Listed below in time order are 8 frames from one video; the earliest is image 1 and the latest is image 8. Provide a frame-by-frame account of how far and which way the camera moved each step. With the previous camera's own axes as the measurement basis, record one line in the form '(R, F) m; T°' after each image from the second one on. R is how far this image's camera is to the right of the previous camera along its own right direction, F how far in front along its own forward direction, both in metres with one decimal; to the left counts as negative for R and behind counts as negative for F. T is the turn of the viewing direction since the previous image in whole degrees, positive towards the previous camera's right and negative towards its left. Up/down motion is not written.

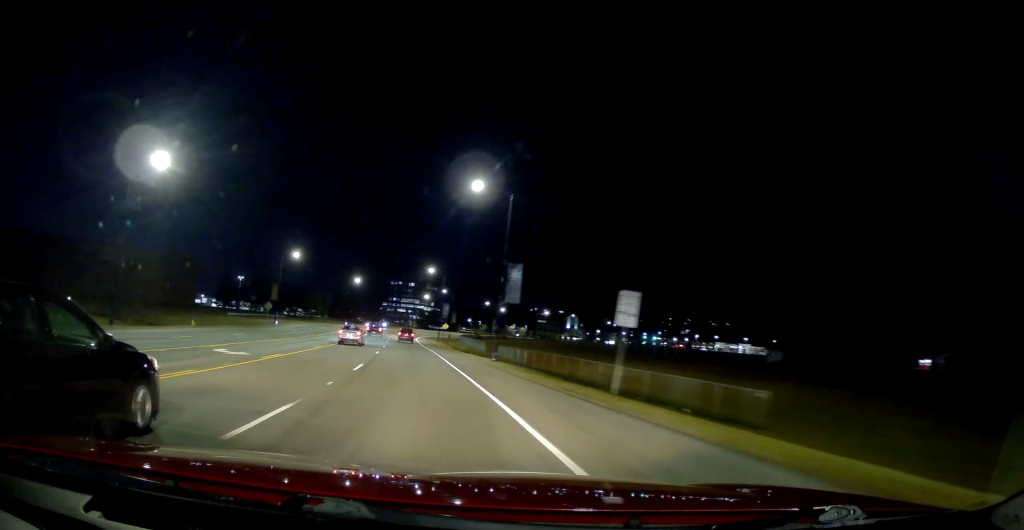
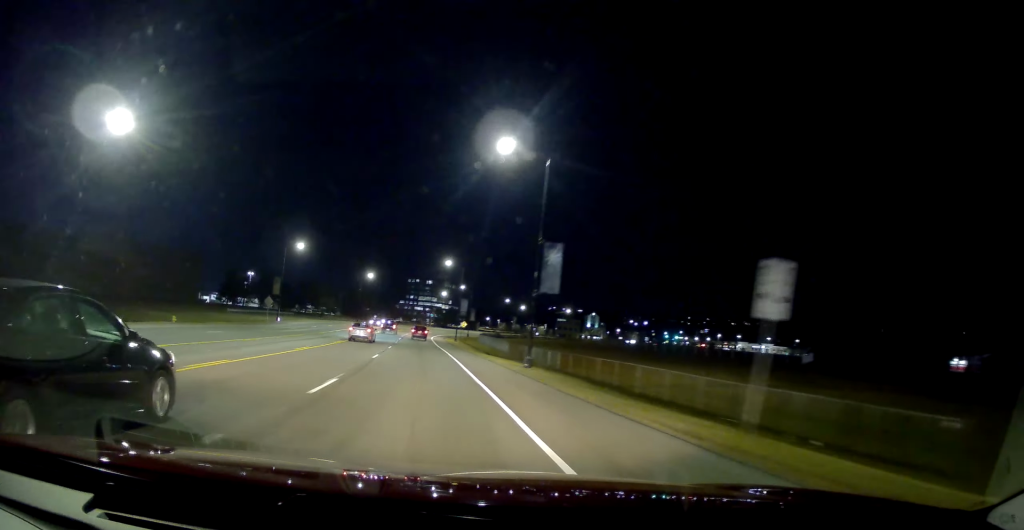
(0.0, +8.0) m; -1°
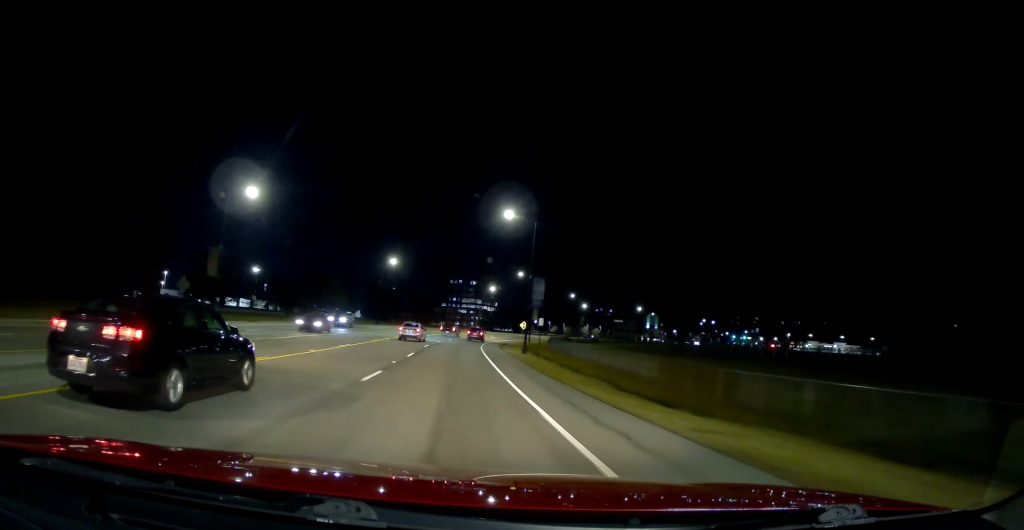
(-1.0, +36.8) m; -4°
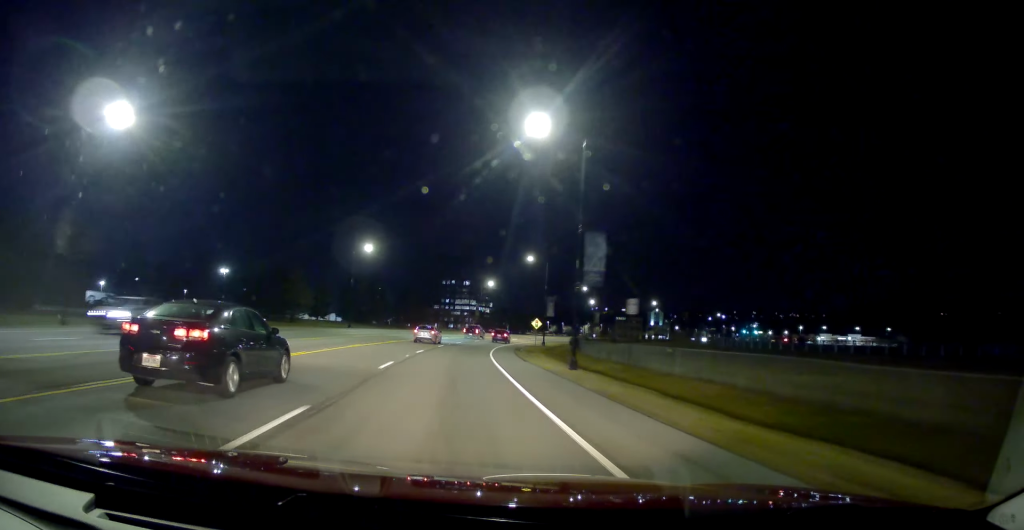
(-0.5, +20.7) m; -1°
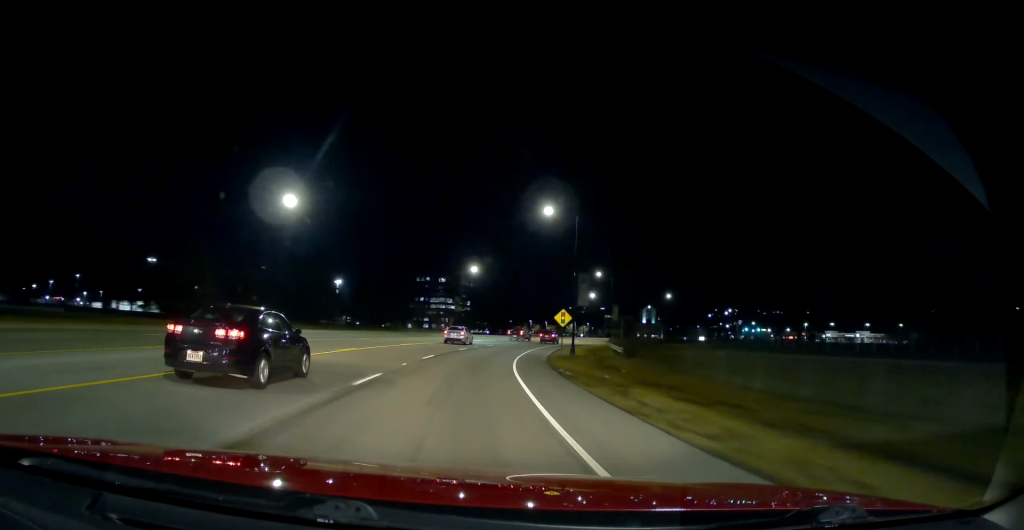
(+0.1, +29.3) m; +3°
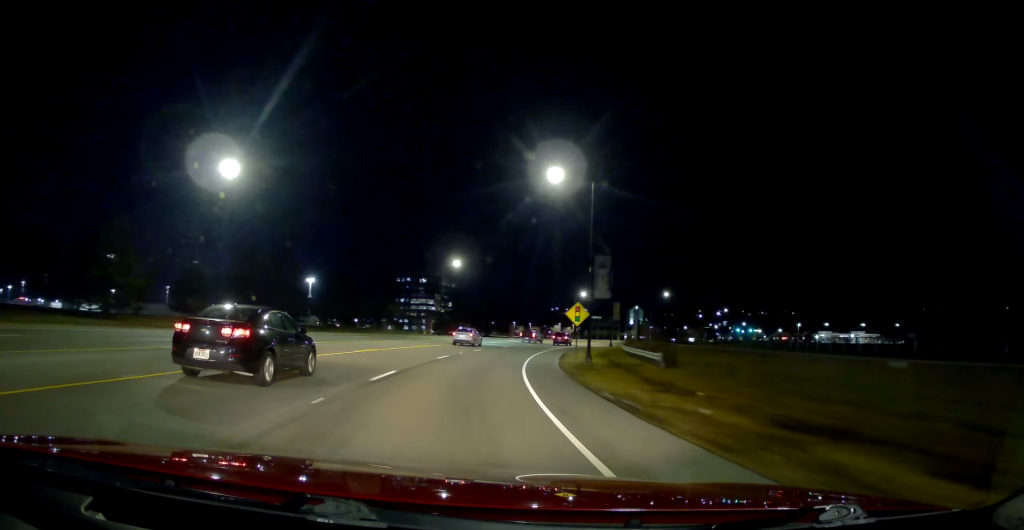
(+0.1, +10.7) m; +2°
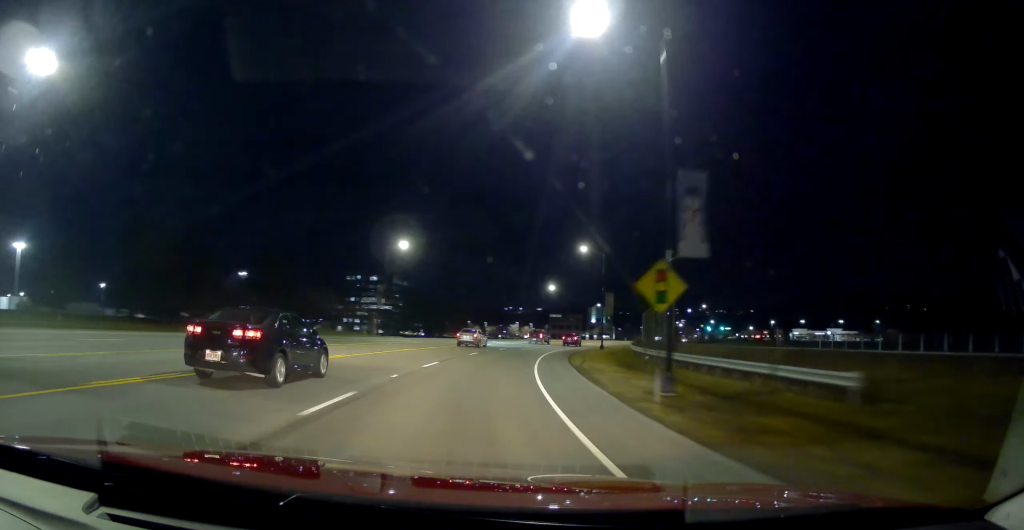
(+1.1, +18.2) m; +3°
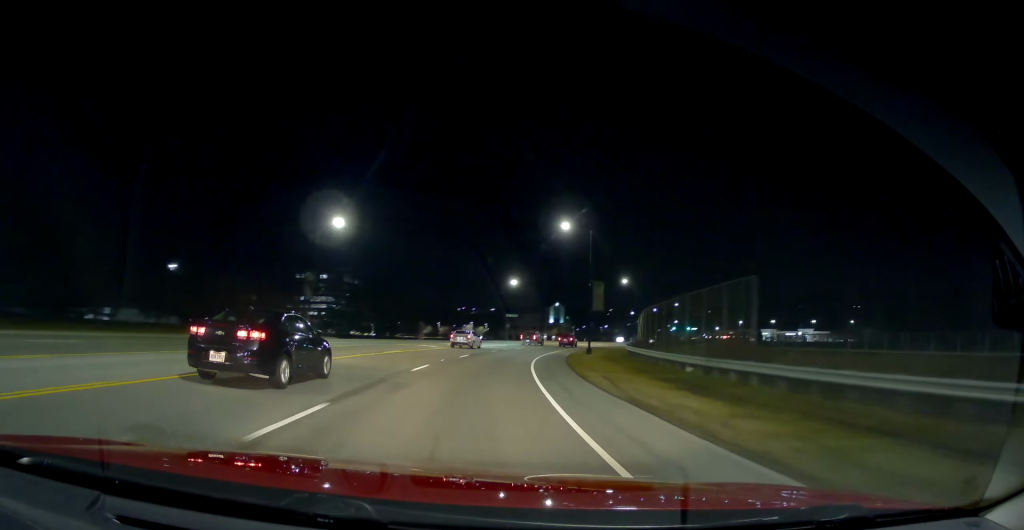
(-0.4, +14.9) m; +4°
